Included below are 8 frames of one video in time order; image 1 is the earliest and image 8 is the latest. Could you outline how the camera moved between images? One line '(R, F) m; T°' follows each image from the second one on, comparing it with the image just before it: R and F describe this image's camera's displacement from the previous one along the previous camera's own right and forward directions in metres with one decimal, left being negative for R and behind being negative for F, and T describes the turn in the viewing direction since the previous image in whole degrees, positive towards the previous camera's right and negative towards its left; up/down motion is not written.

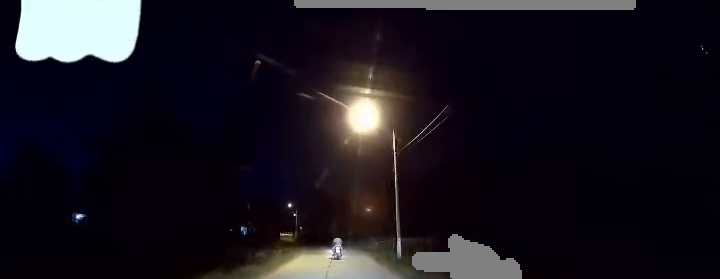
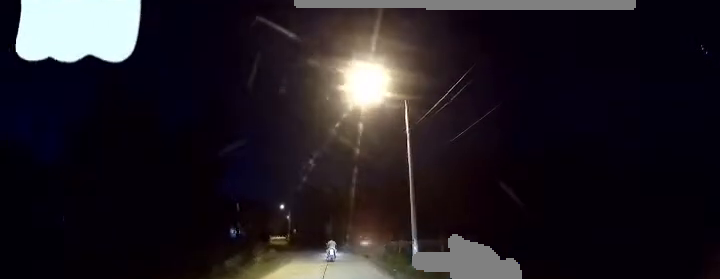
(0.0, +5.0) m; 0°
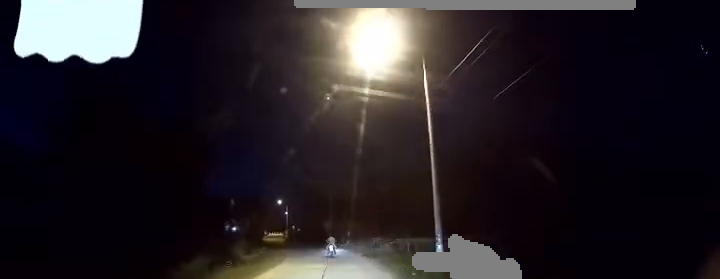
(0.0, +3.2) m; 0°
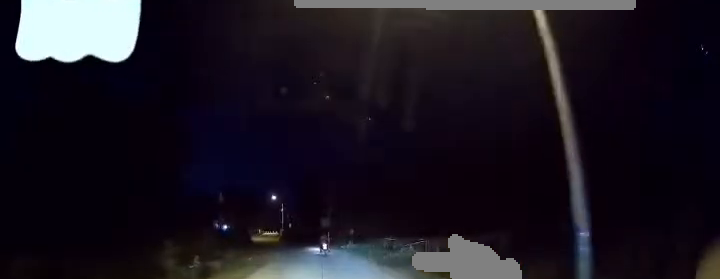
(0.0, +12.2) m; 0°
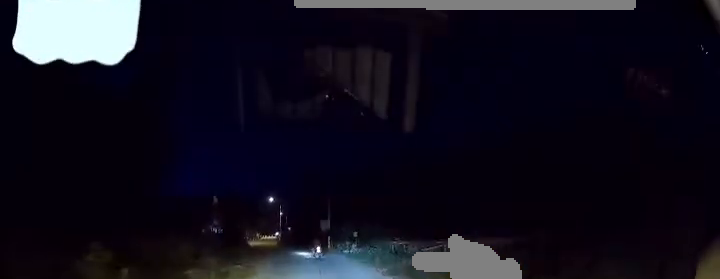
(0.0, +3.3) m; 0°
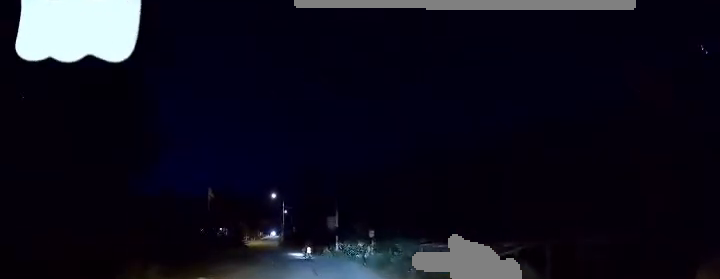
(-0.1, +5.8) m; -6°
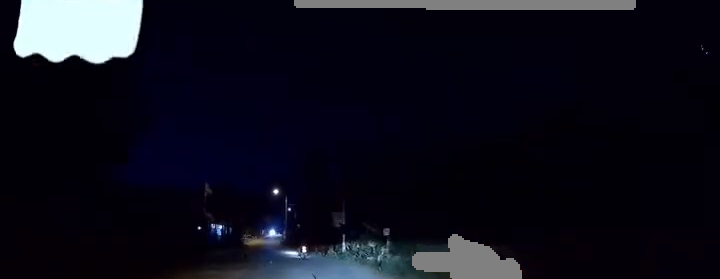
(-0.2, +3.8) m; -3°
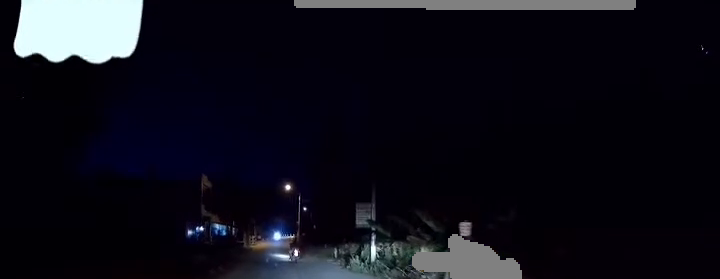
(+0.3, +7.8) m; +8°
